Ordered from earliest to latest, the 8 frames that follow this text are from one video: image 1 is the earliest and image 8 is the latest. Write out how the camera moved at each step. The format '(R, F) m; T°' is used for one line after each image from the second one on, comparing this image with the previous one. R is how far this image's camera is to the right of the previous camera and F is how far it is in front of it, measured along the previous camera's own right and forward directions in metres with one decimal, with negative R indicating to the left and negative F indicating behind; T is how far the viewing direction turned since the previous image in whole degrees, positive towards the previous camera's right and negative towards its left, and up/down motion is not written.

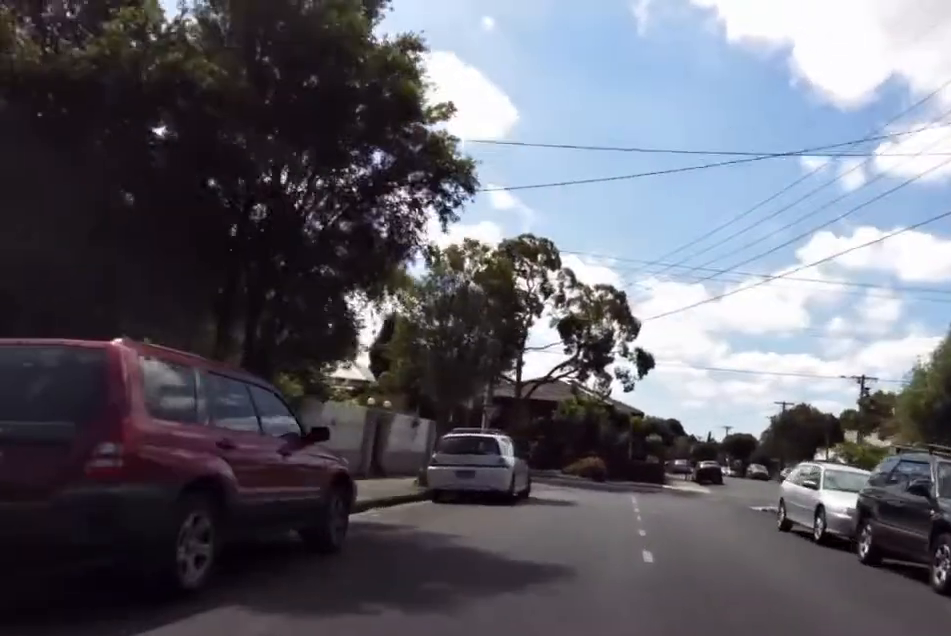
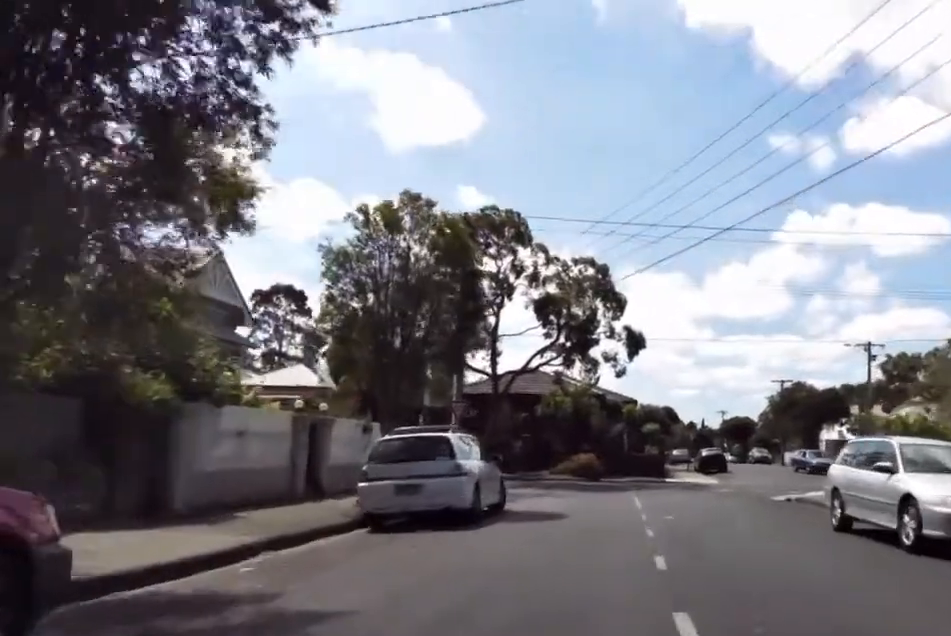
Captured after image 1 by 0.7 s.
(-0.7, +5.2) m; -6°
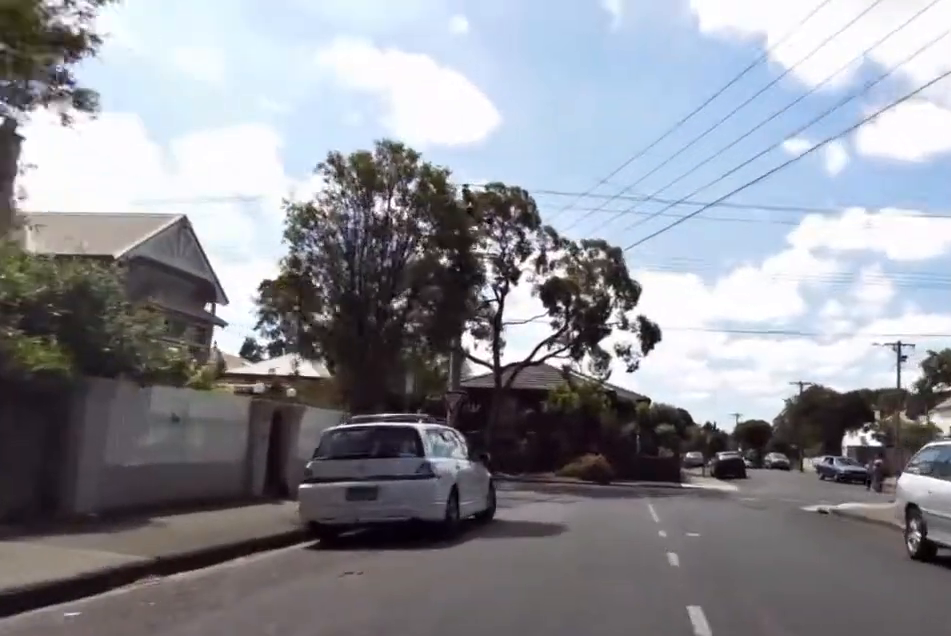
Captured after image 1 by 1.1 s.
(-0.2, +3.5) m; -4°
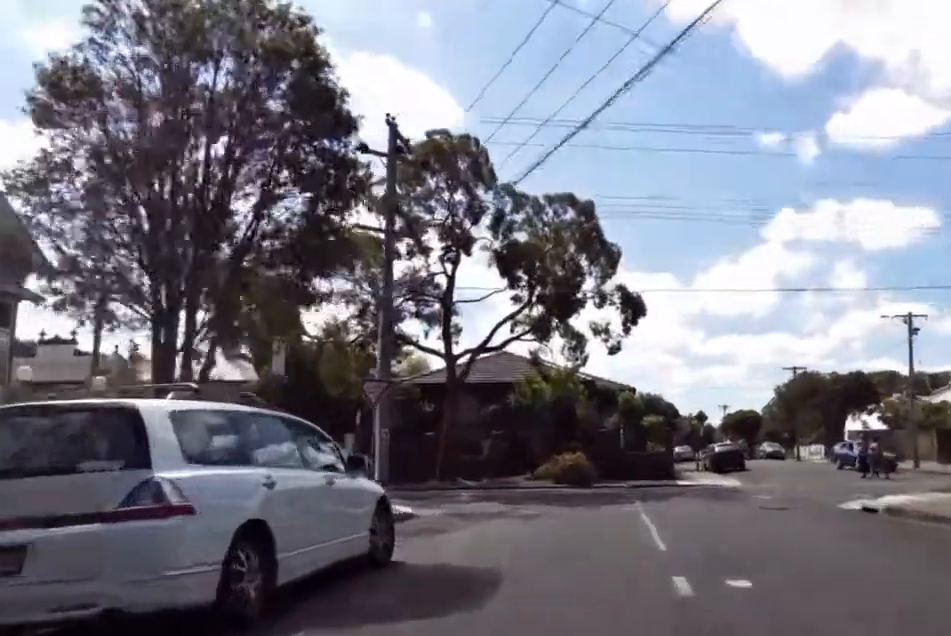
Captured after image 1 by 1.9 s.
(0.0, +4.1) m; 0°
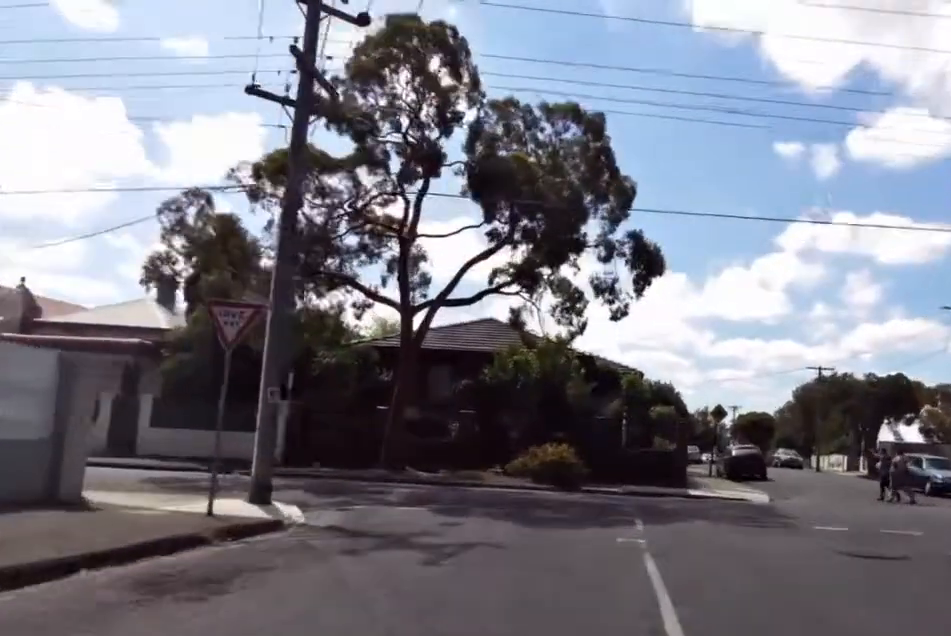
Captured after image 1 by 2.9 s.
(0.0, +5.9) m; +7°
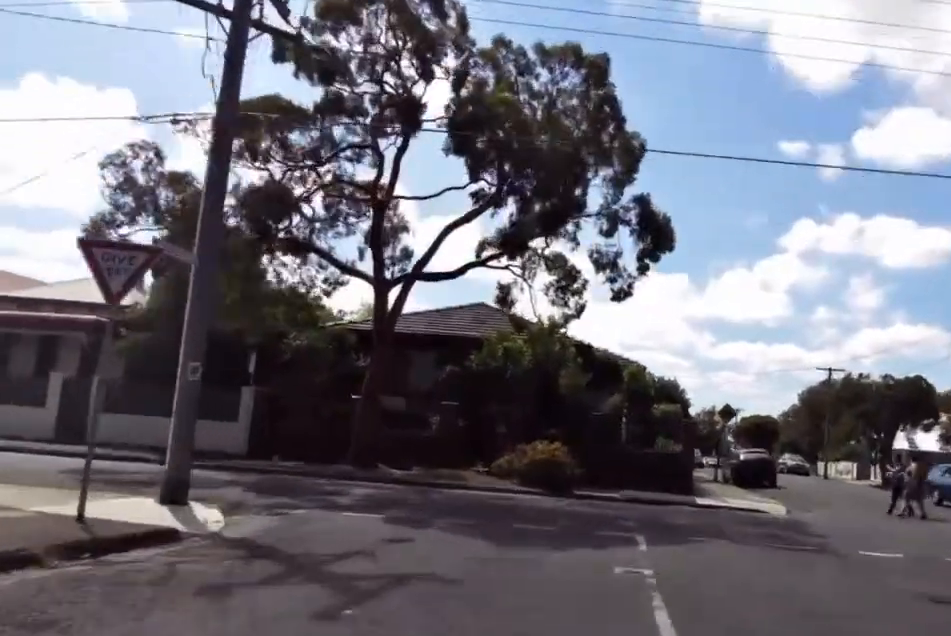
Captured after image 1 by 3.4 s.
(+0.1, +2.5) m; +3°
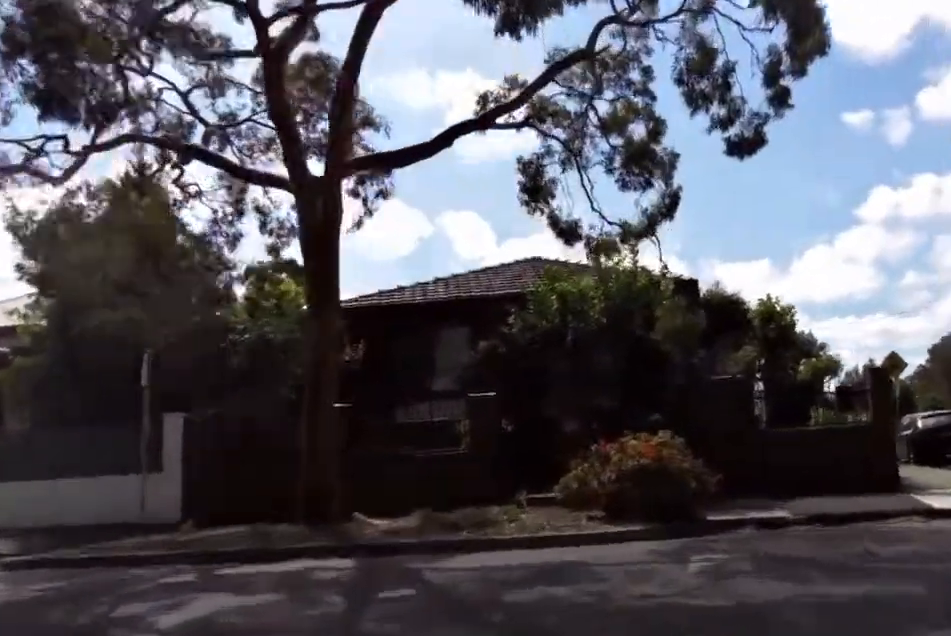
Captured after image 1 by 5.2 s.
(+0.6, +9.6) m; +6°
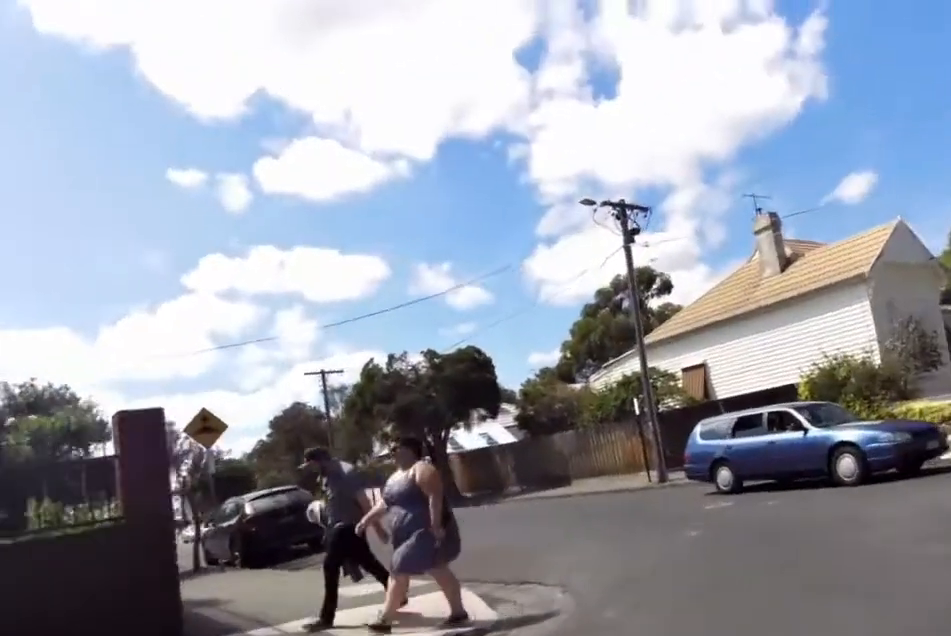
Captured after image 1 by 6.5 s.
(+1.4, +5.4) m; +31°
